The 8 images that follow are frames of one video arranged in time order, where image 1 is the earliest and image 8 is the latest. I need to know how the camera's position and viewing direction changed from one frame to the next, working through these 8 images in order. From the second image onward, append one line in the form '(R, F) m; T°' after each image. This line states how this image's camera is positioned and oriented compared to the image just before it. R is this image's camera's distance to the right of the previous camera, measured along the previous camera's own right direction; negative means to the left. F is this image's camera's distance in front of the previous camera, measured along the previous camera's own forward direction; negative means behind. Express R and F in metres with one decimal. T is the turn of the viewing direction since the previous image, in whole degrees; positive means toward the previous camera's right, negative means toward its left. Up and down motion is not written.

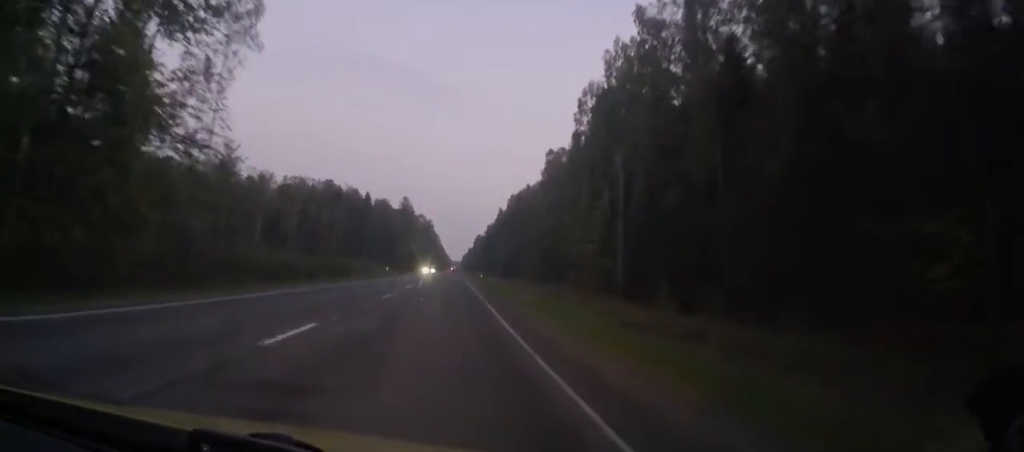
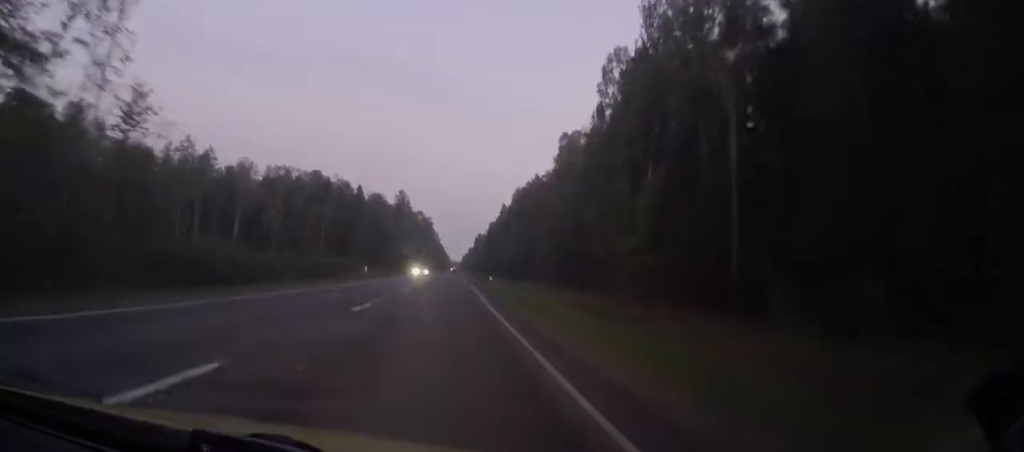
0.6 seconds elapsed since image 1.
(0.0, +16.7) m; 0°
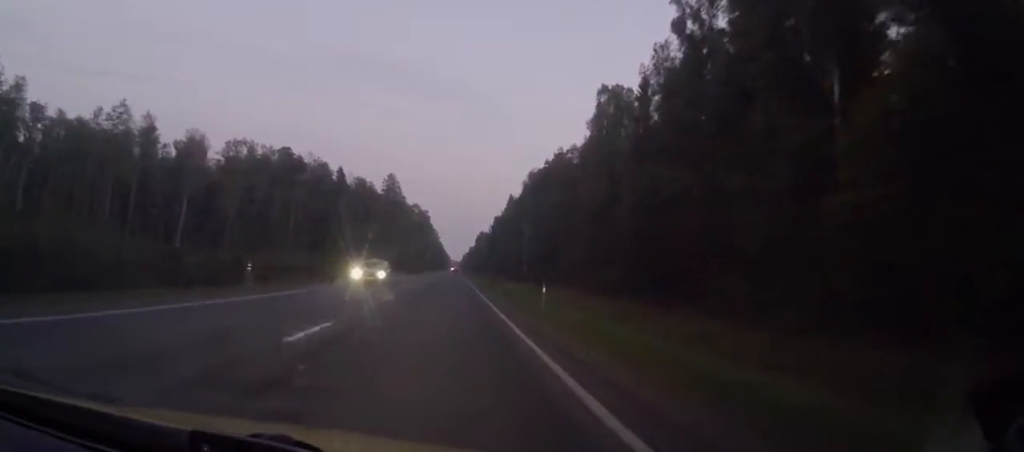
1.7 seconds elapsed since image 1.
(0.0, +30.5) m; 0°
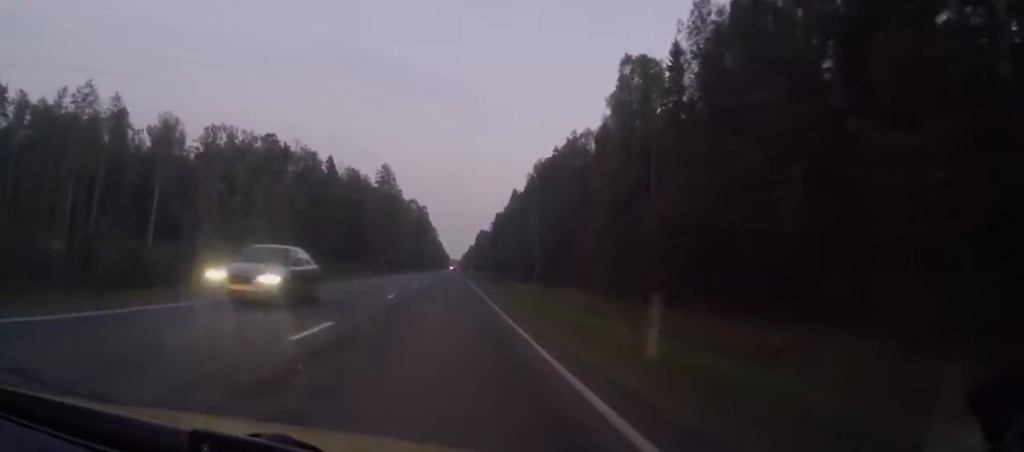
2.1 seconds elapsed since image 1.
(0.0, +12.0) m; 0°
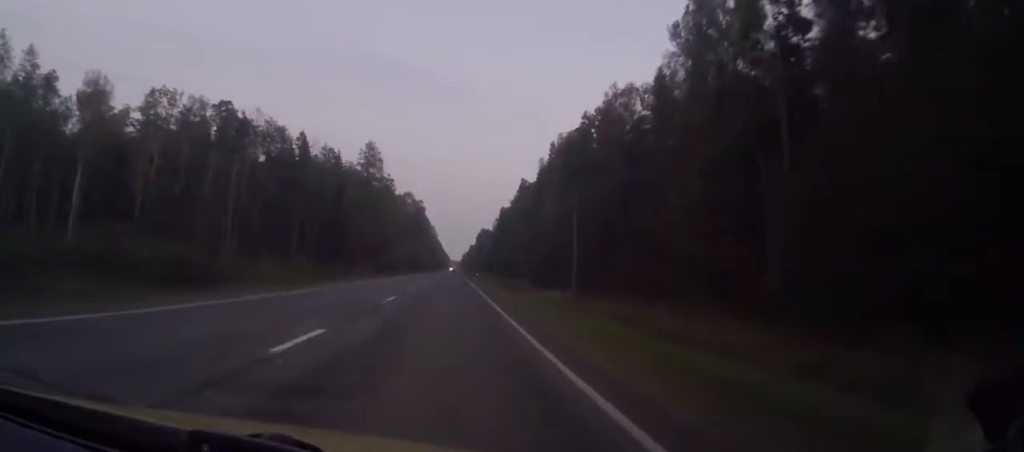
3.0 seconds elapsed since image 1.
(0.0, +25.0) m; 0°
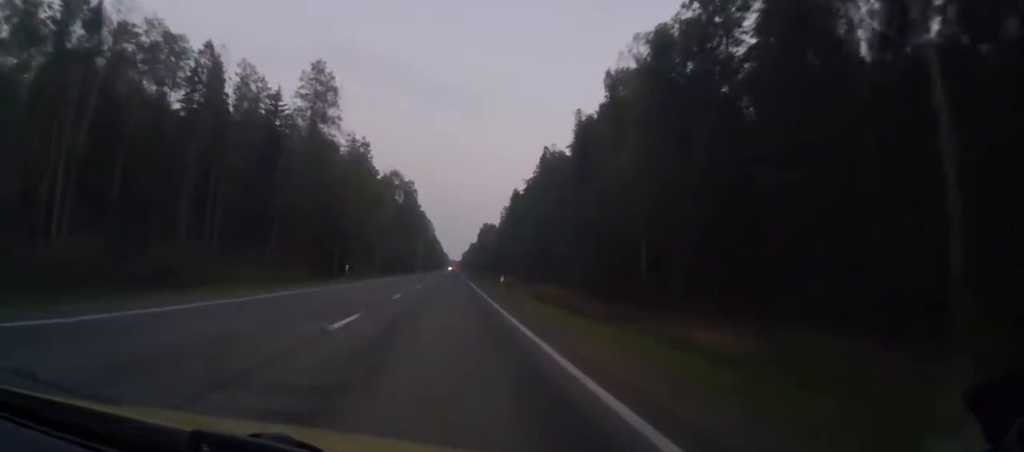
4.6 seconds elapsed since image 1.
(0.0, +44.4) m; 0°
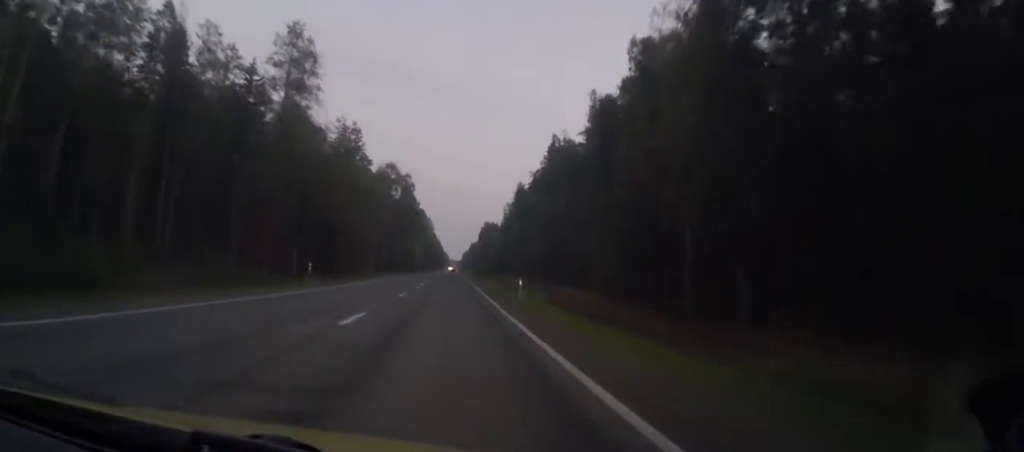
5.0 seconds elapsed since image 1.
(0.0, +11.1) m; 0°
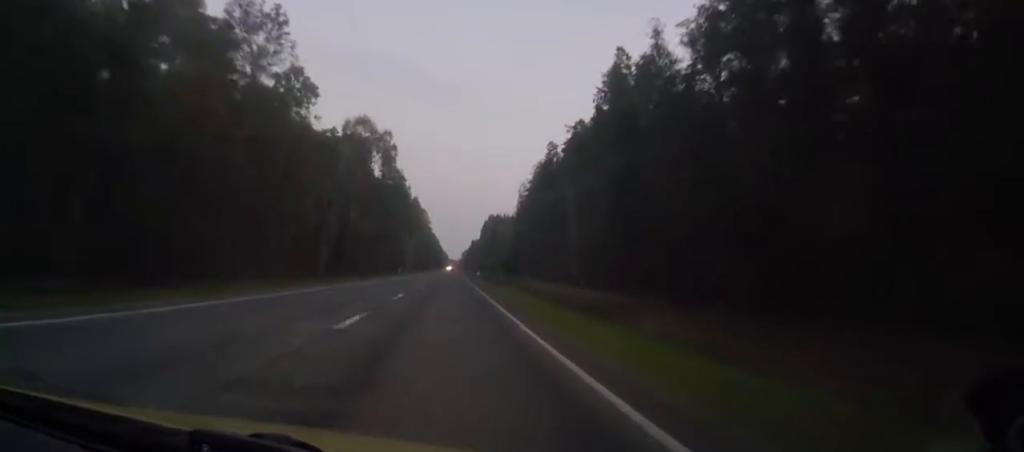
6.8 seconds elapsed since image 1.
(0.0, +48.2) m; 0°
